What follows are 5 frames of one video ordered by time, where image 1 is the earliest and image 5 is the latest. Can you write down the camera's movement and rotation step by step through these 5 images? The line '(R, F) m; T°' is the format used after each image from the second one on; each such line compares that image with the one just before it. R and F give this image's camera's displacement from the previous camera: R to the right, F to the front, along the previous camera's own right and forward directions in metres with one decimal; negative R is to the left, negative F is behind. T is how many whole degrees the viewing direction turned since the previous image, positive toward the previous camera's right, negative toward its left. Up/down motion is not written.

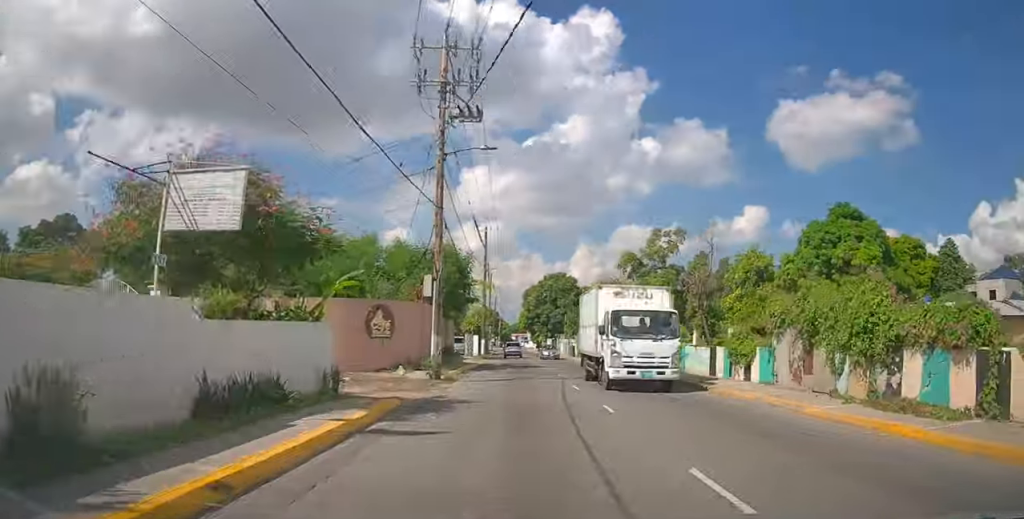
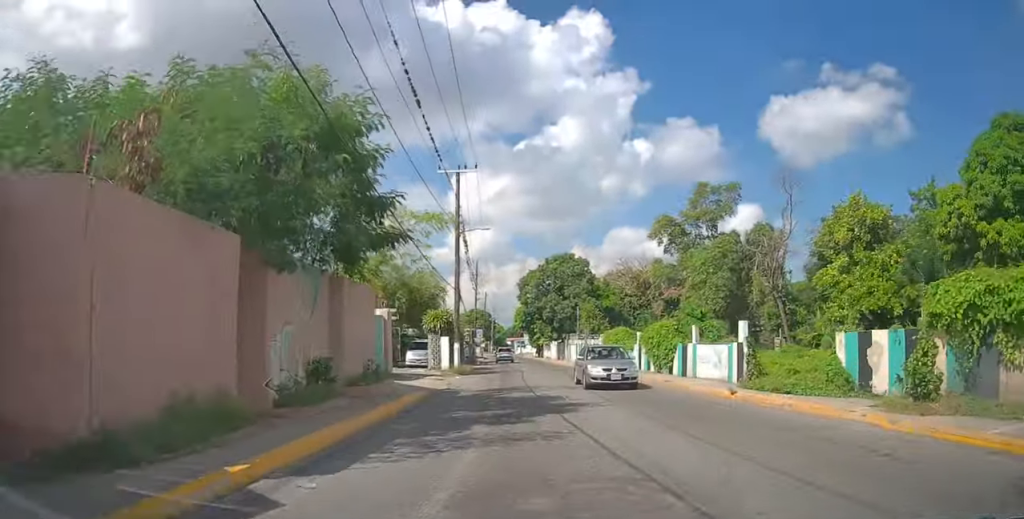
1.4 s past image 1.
(0.0, +19.6) m; -1°
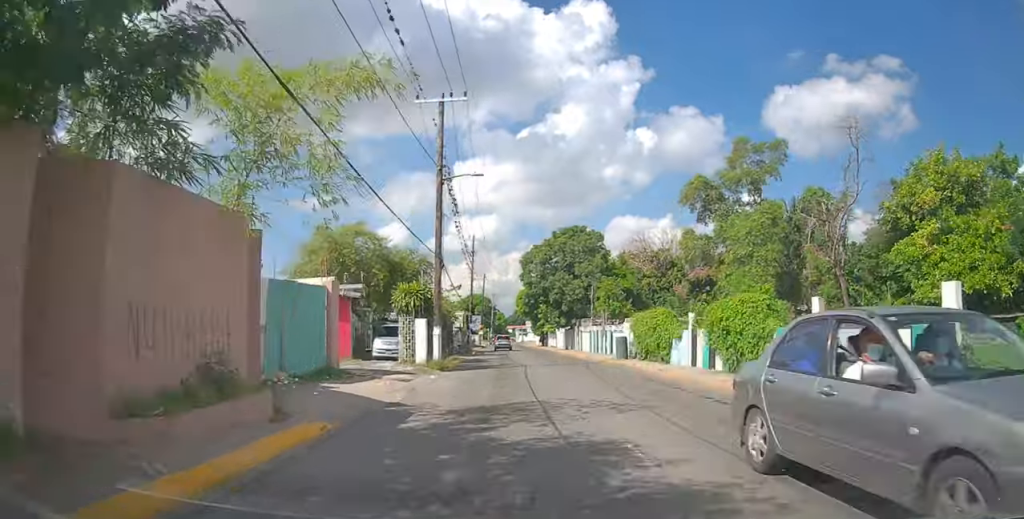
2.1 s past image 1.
(-0.1, +8.7) m; 0°
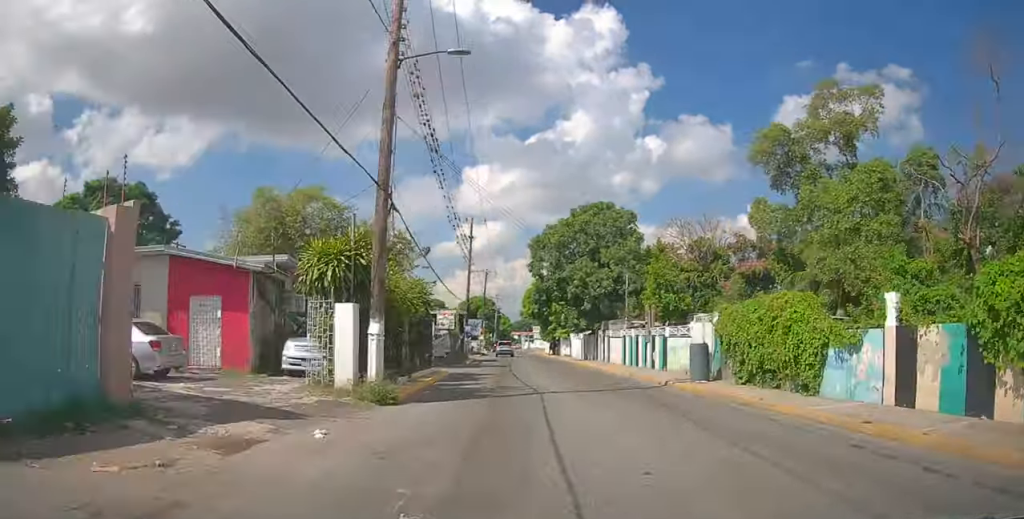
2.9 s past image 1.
(0.0, +11.4) m; 0°
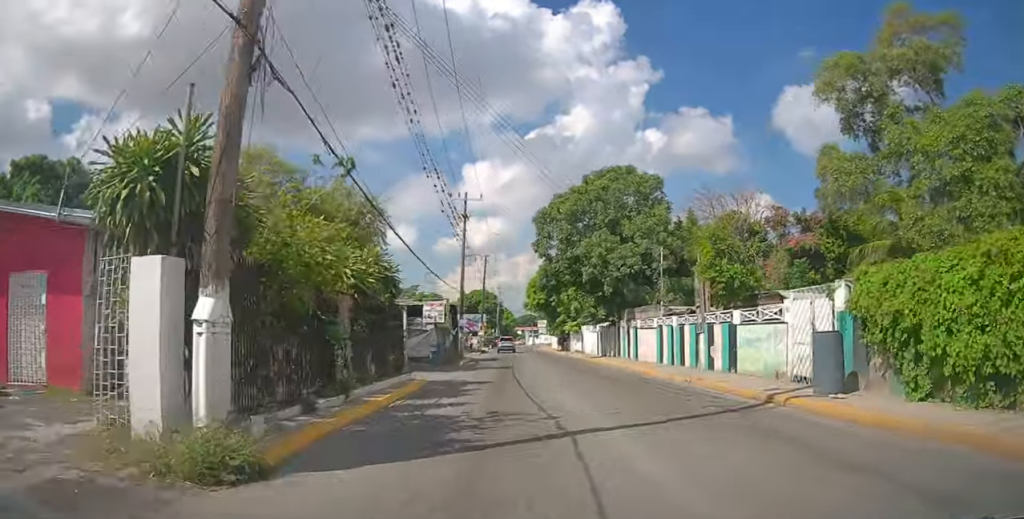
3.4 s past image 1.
(+0.1, +7.3) m; 0°
